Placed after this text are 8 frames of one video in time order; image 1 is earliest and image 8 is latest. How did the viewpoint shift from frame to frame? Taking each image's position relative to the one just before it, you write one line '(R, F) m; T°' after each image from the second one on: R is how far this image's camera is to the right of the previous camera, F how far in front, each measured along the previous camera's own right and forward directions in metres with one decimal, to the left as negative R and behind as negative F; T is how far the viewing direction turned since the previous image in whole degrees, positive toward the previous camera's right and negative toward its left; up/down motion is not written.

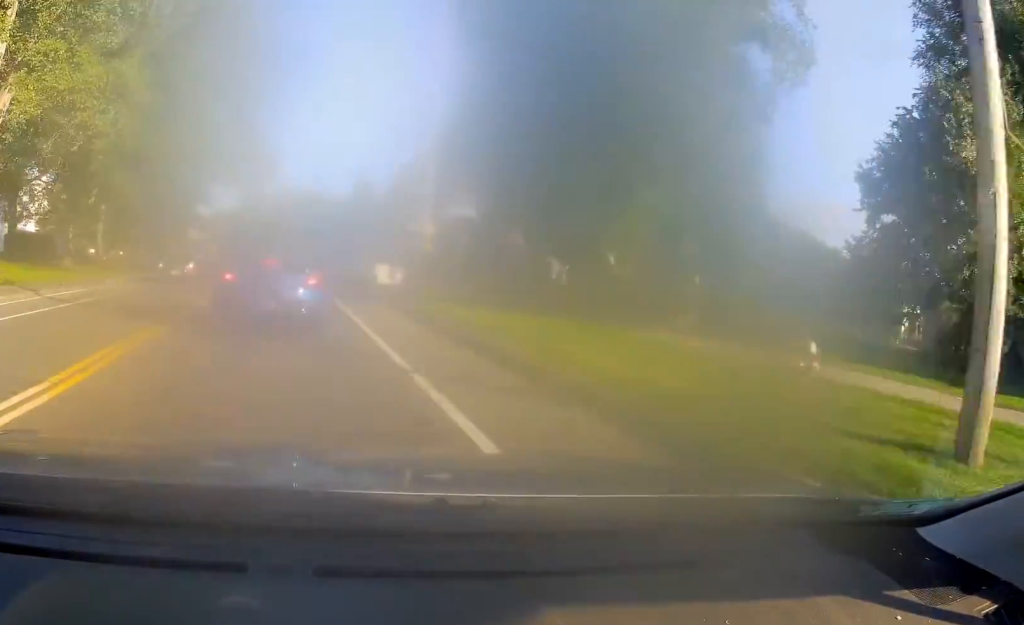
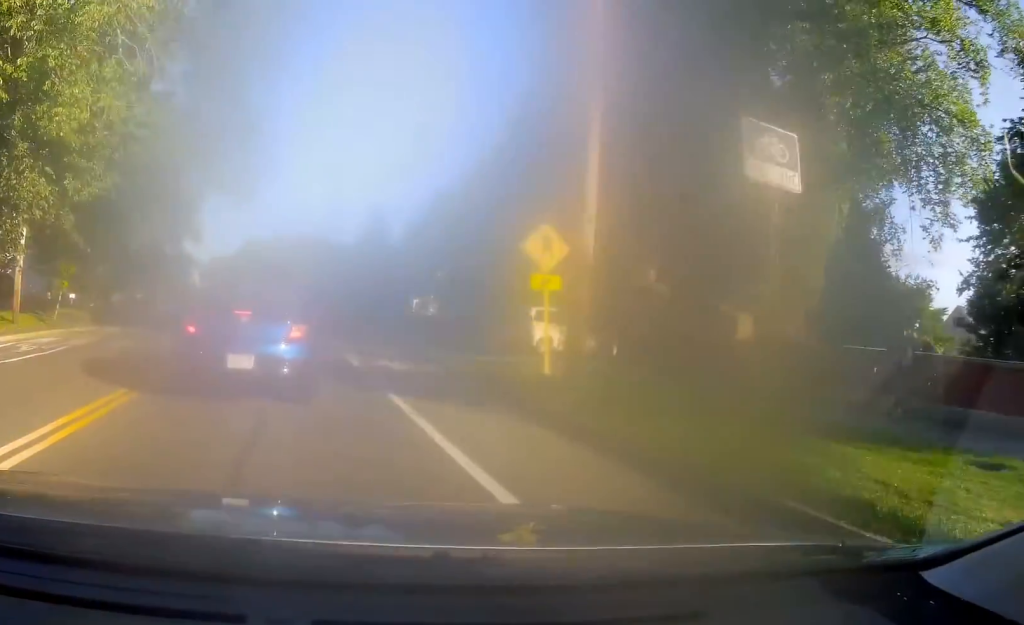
(-0.6, +12.4) m; -2°
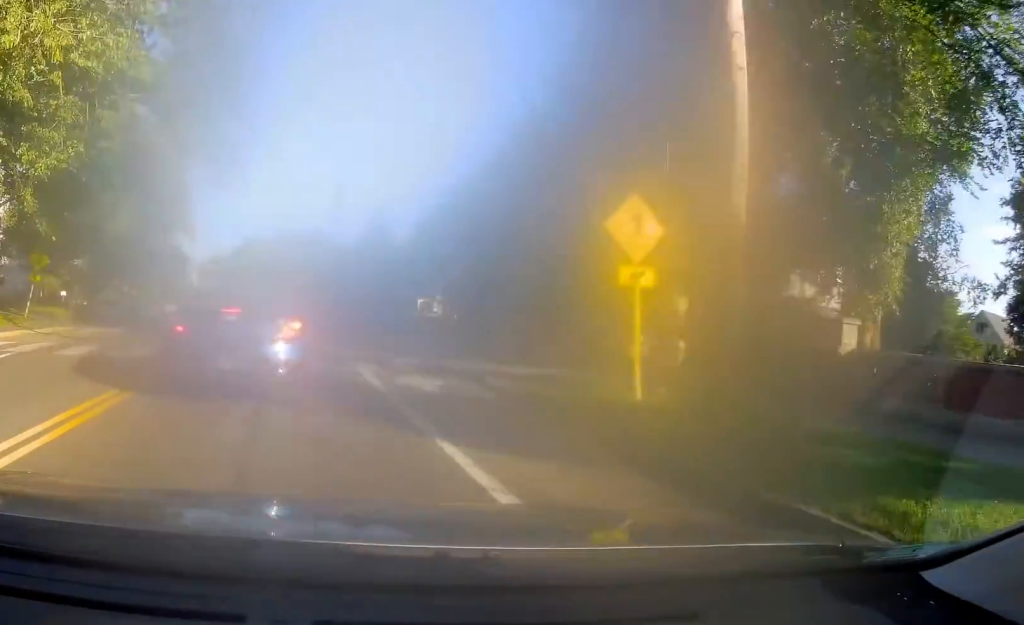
(-0.1, +4.6) m; +1°
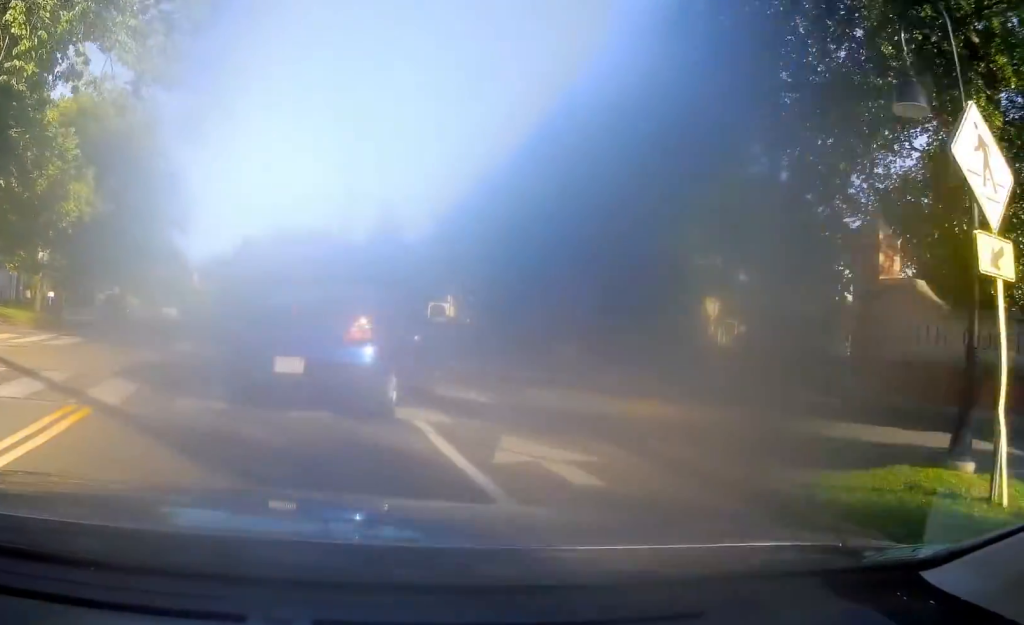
(+0.5, +6.4) m; -1°
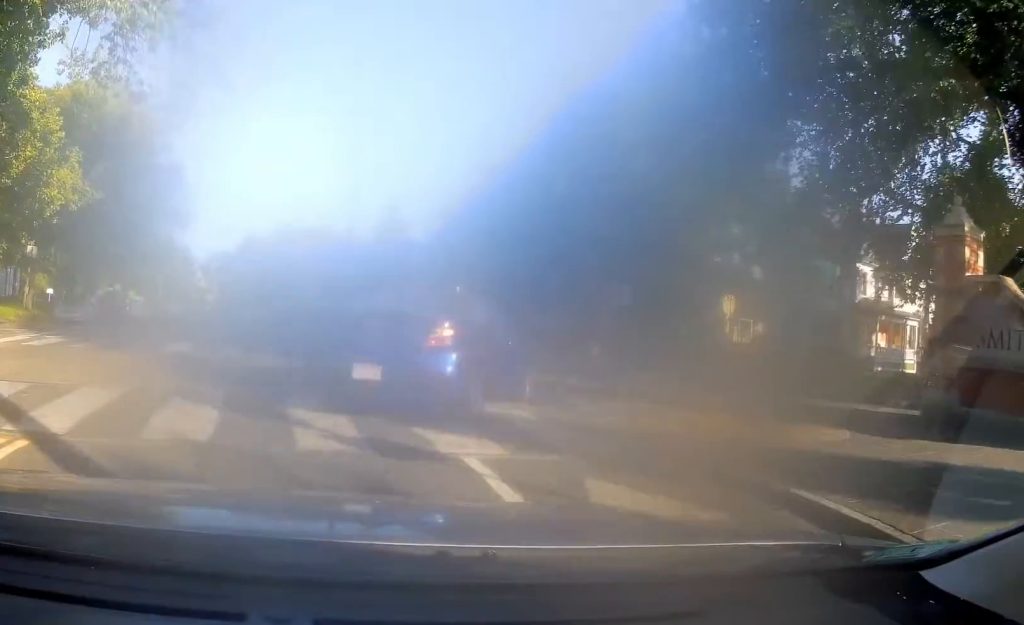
(-0.3, +2.1) m; +1°
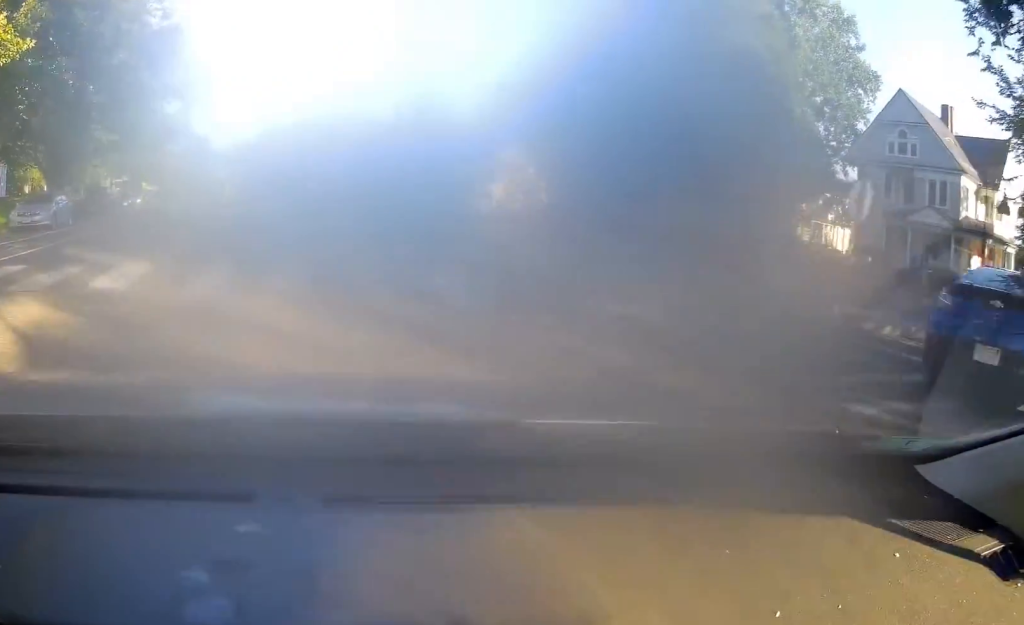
(+0.5, +7.1) m; 0°
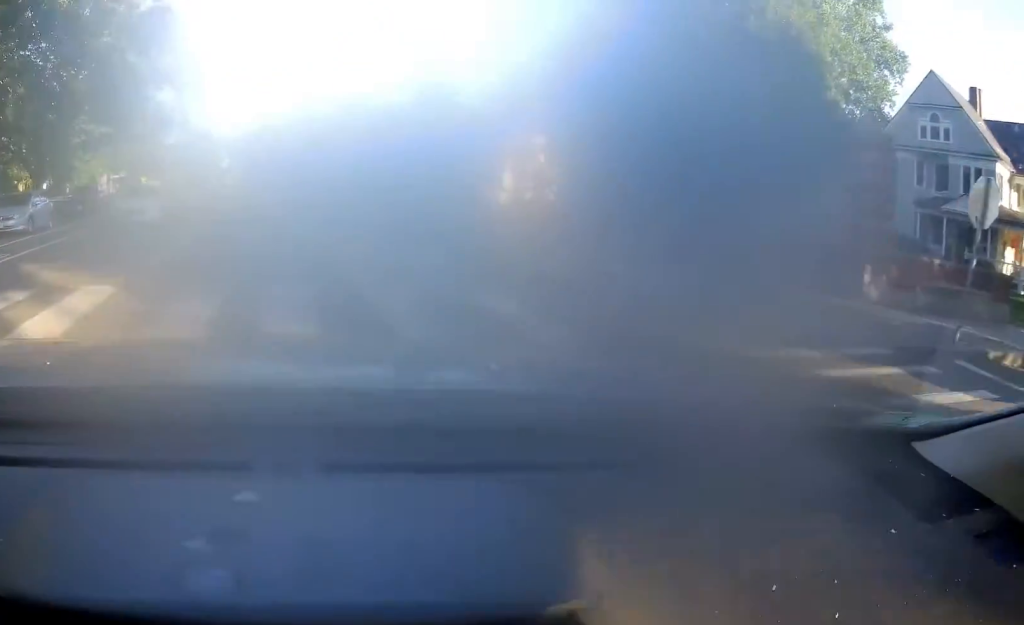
(-0.2, +2.7) m; -1°
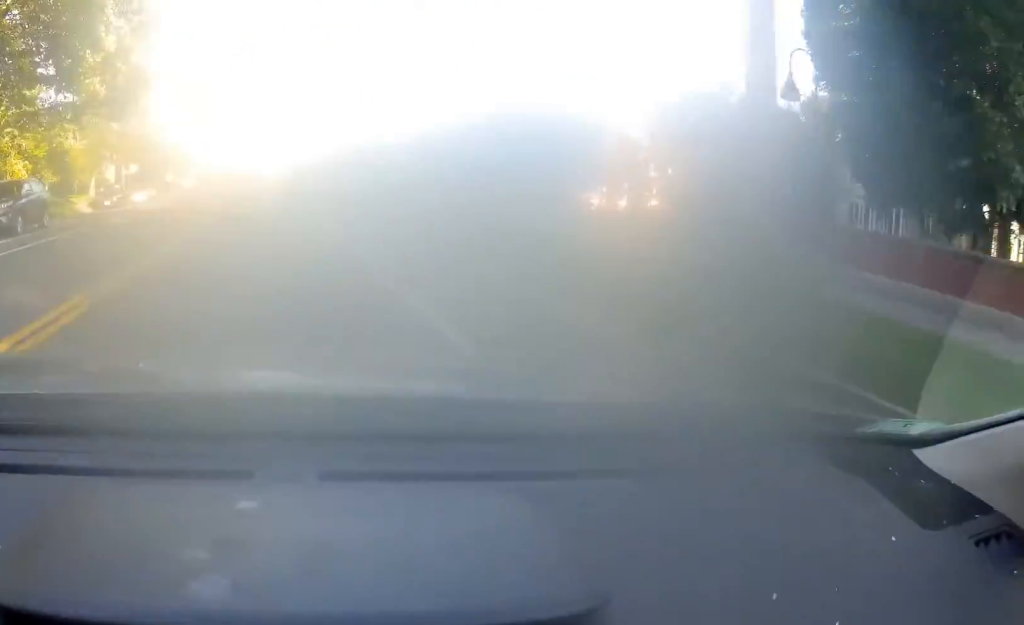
(-0.6, +14.4) m; -5°
